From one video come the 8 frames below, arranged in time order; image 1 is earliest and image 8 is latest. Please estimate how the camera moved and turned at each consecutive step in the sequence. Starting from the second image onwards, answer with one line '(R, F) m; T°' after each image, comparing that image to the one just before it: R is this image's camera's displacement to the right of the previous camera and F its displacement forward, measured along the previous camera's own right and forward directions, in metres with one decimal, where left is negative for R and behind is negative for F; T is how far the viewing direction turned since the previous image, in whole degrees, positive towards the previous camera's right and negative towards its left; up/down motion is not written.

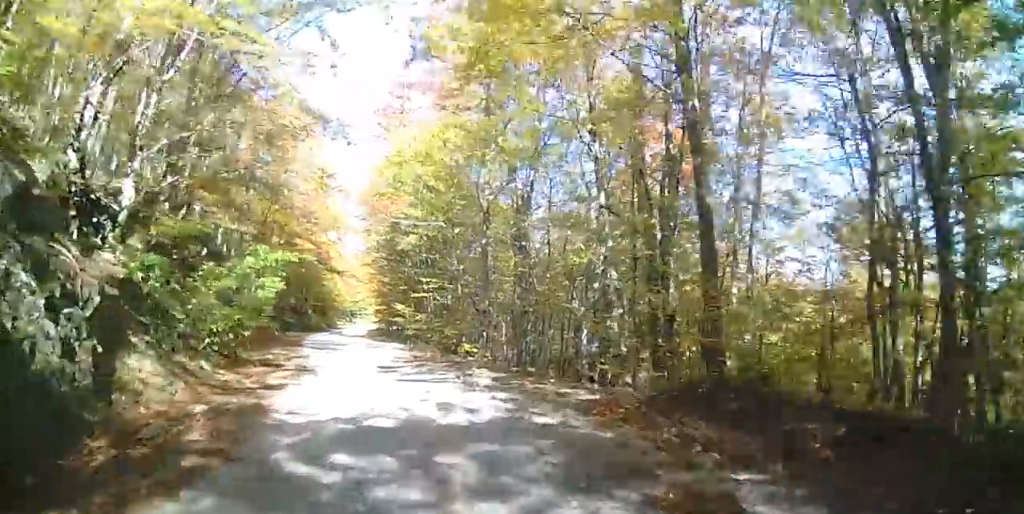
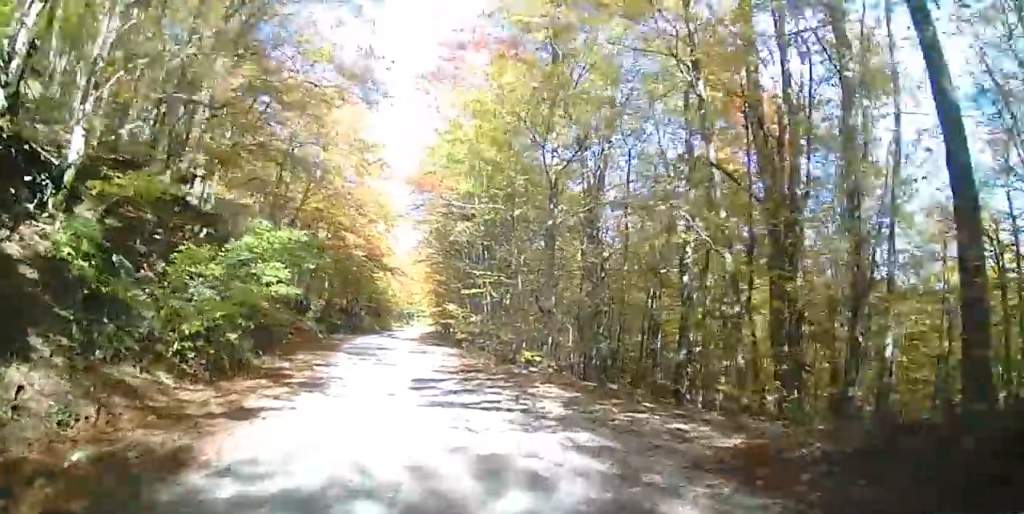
(0.0, +3.9) m; -2°
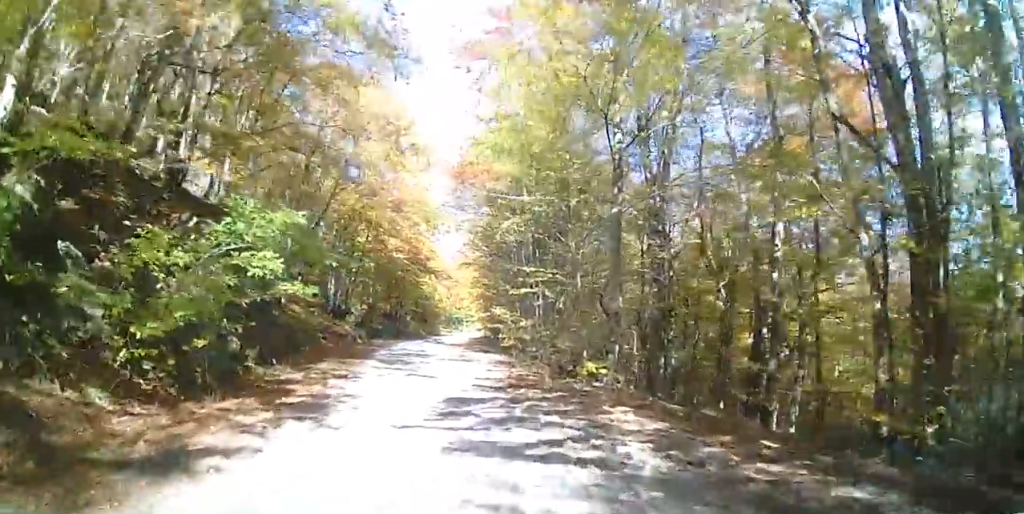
(-0.1, +3.0) m; -3°
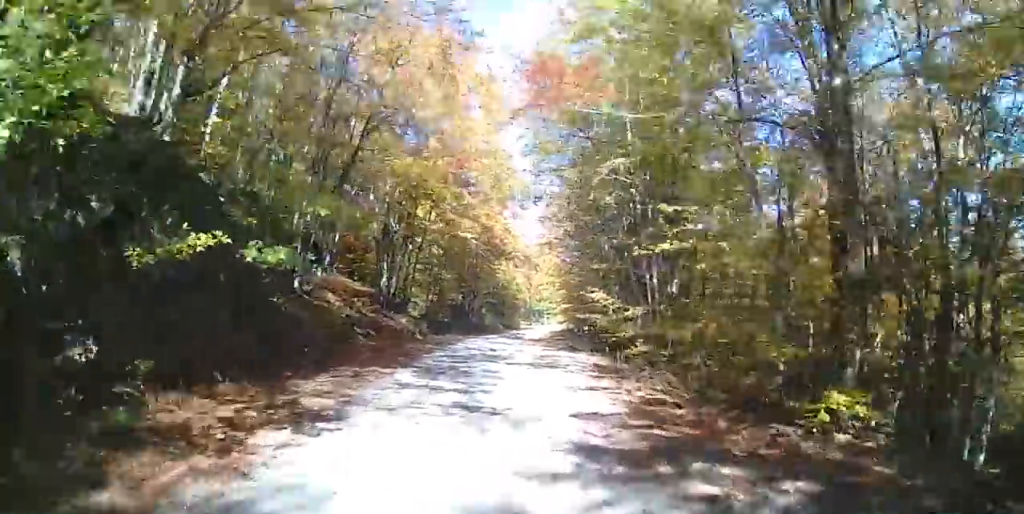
(-0.5, +7.6) m; -7°
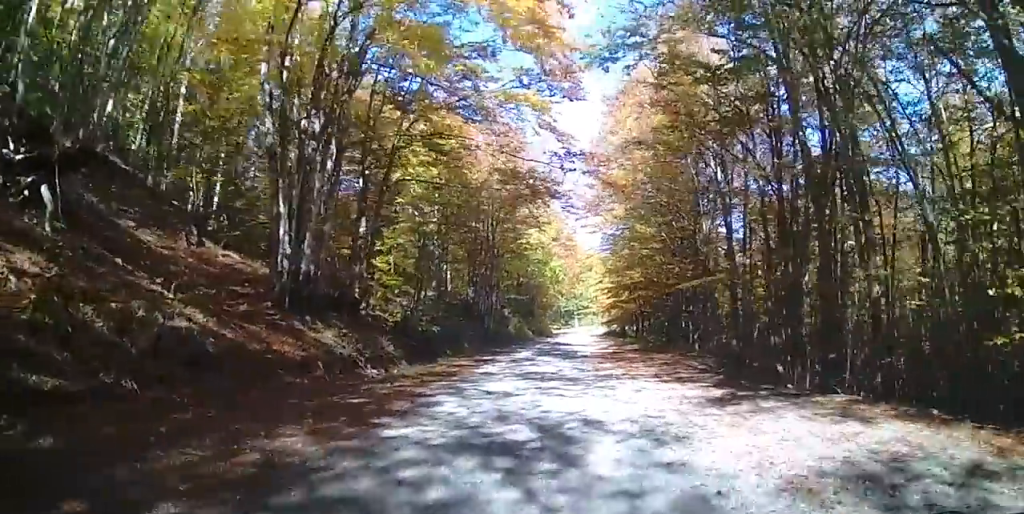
(-1.5, +20.4) m; -3°
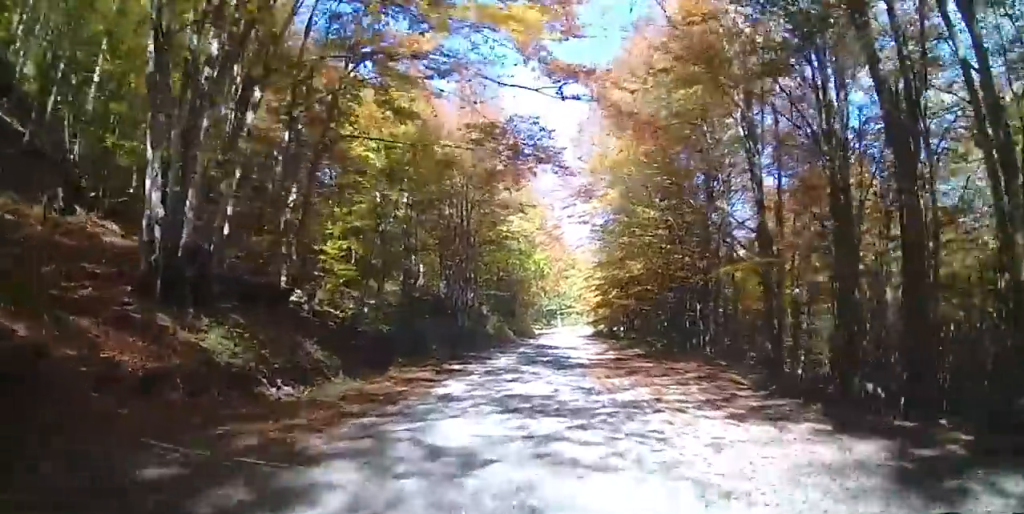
(+0.1, +5.6) m; +1°
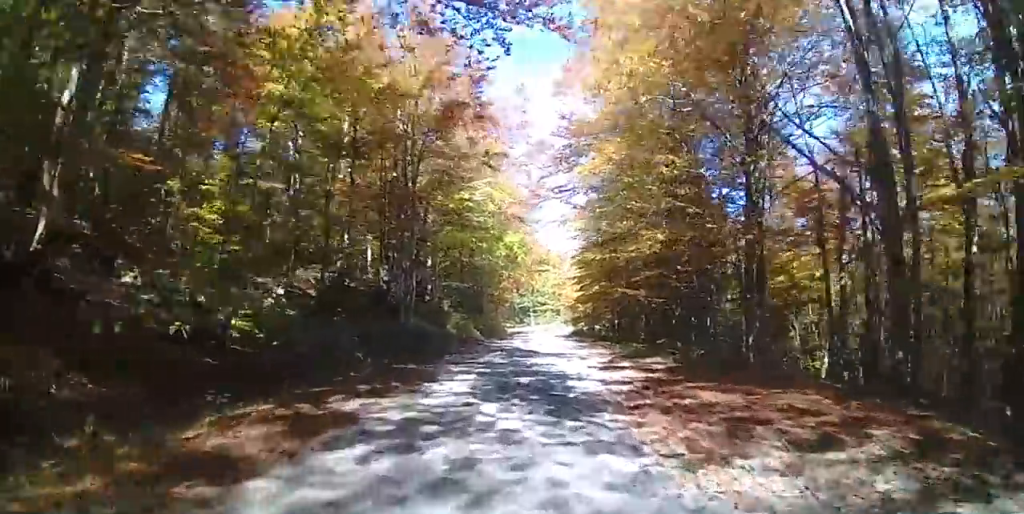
(+0.2, +9.1) m; +2°
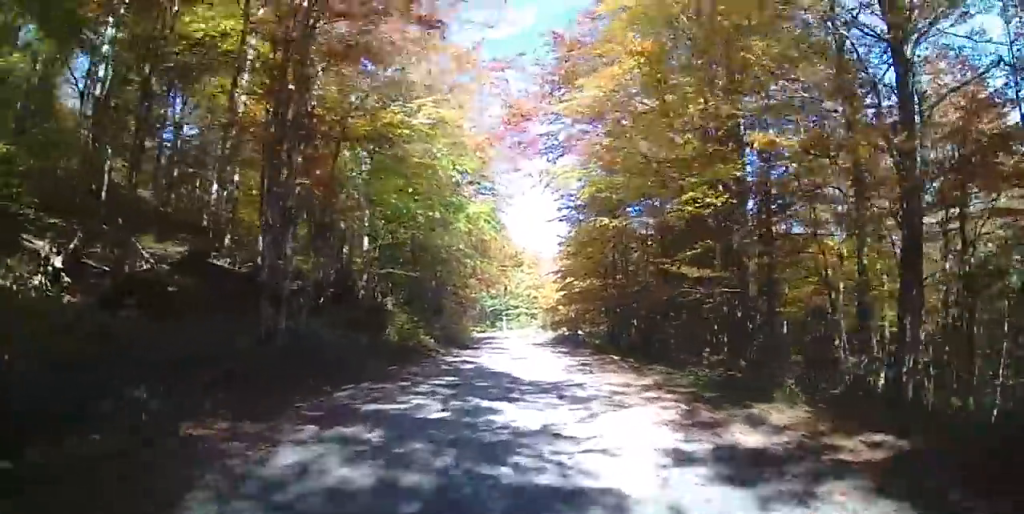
(+0.3, +10.8) m; +1°
